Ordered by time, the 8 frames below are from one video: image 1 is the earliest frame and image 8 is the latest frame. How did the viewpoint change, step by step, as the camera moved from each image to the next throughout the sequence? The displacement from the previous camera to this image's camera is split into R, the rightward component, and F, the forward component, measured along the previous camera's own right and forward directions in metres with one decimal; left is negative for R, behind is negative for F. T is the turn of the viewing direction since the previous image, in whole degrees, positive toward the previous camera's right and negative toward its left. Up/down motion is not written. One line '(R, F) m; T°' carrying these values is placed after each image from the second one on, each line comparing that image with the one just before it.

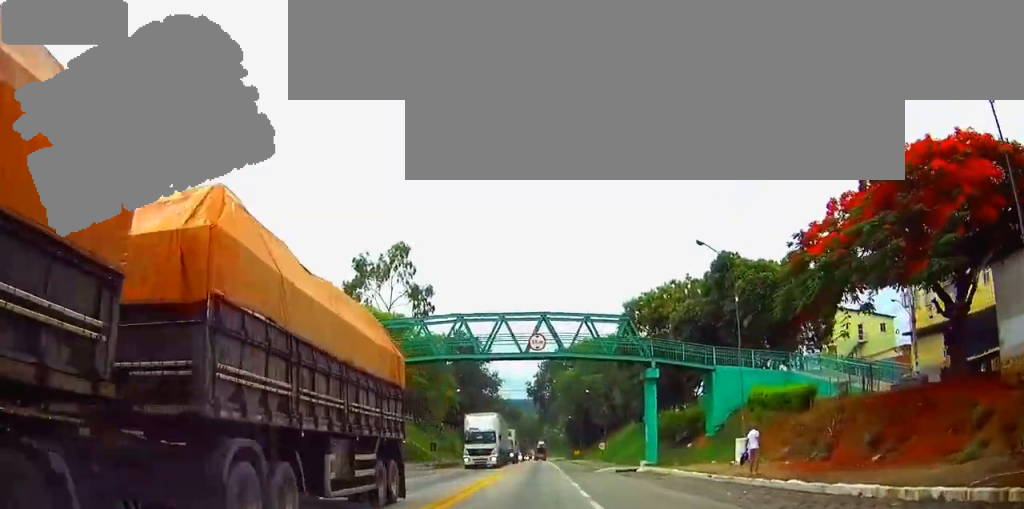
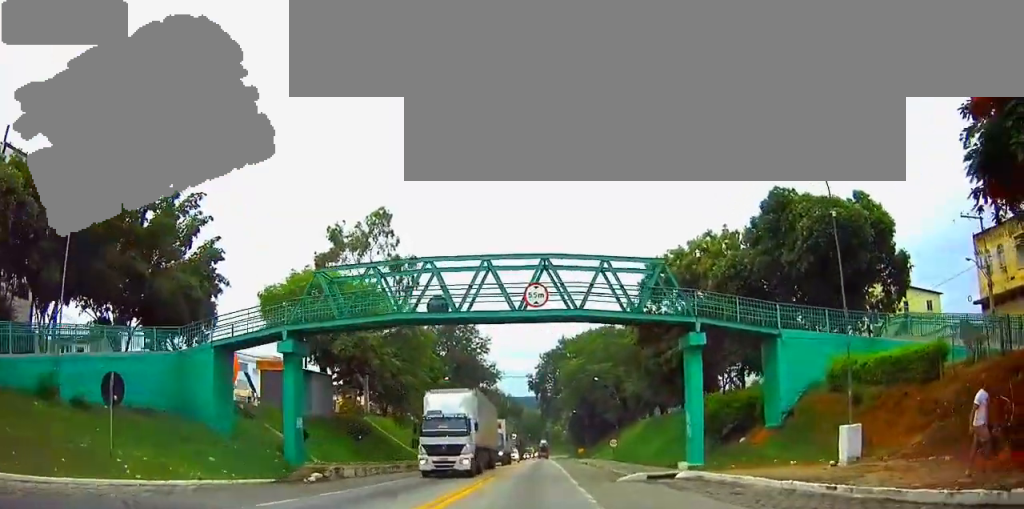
(-0.1, +11.2) m; -2°
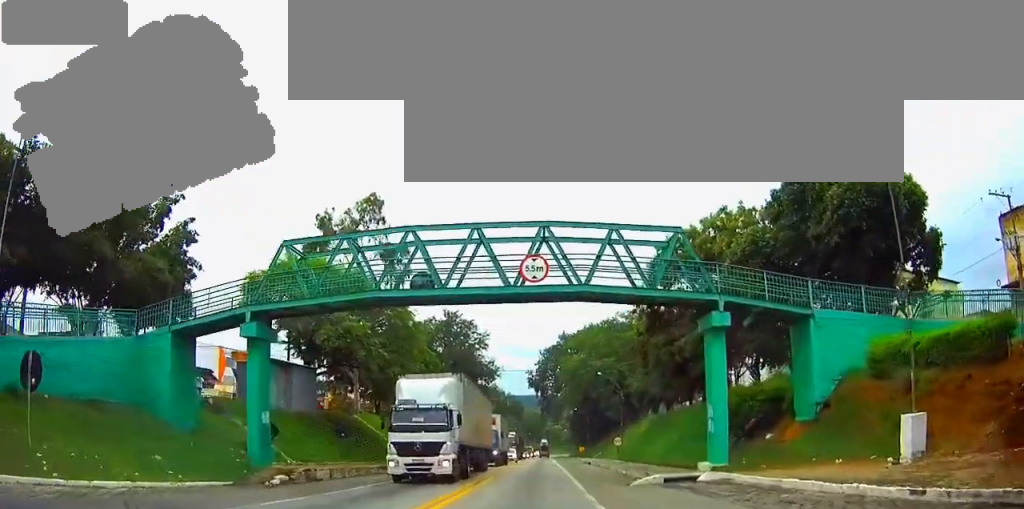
(0.0, +3.8) m; 0°
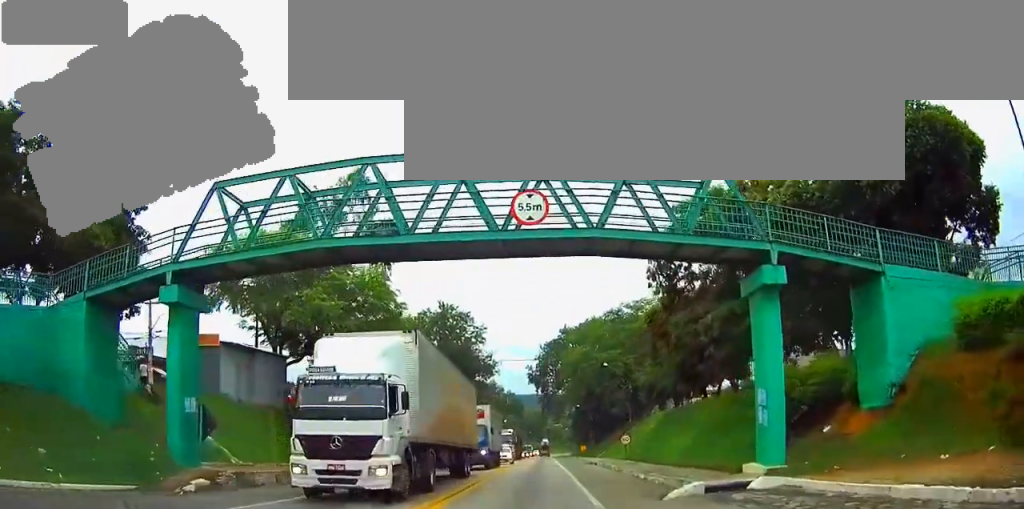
(0.0, +5.9) m; 0°
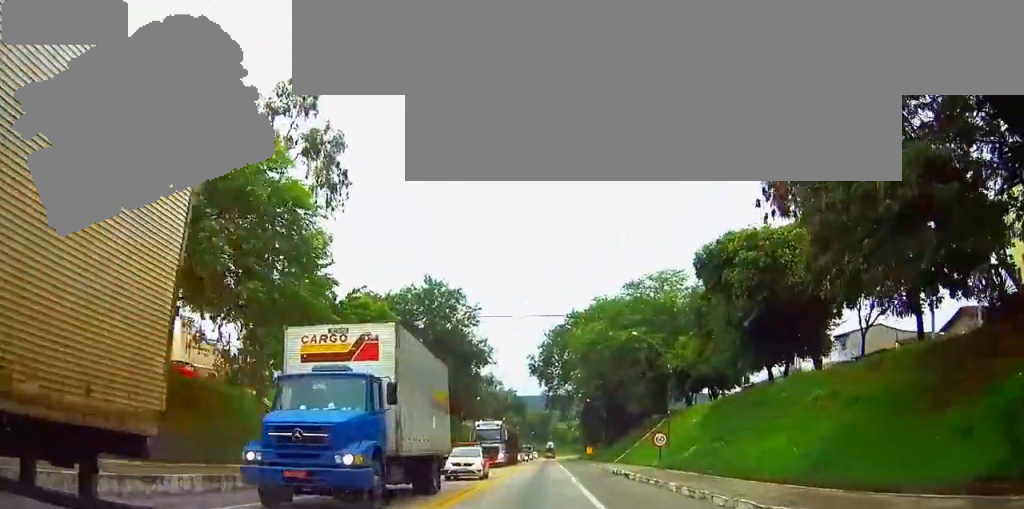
(0.0, +17.3) m; 0°
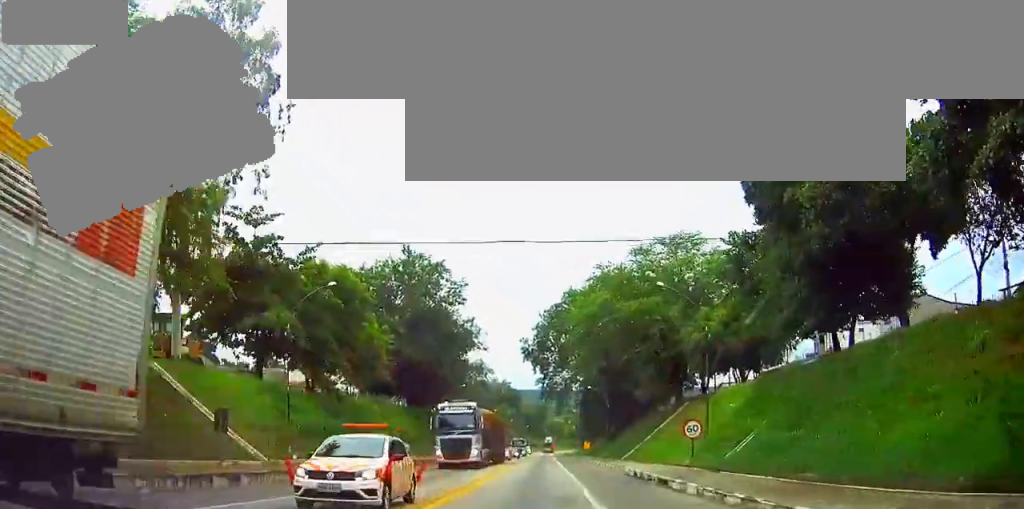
(0.0, +11.4) m; 0°
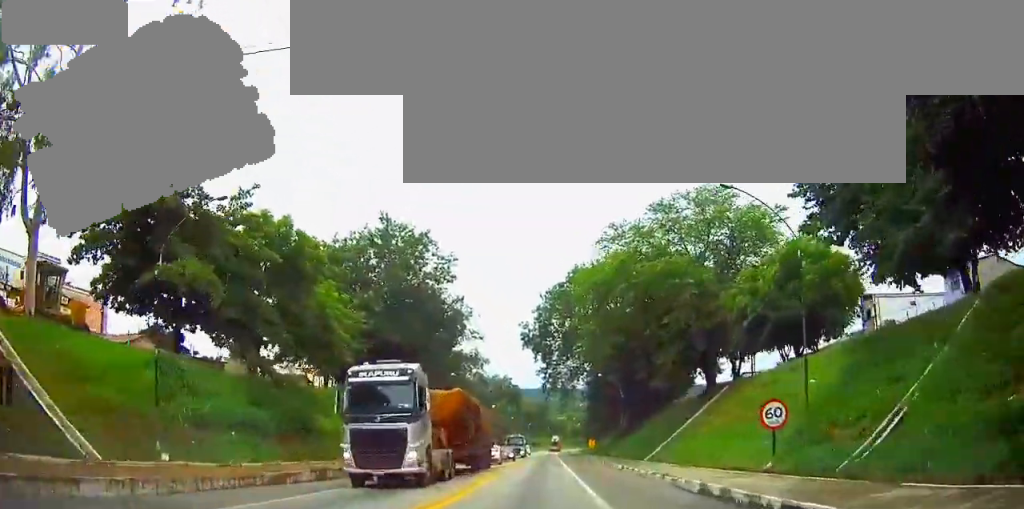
(0.0, +12.2) m; -1°
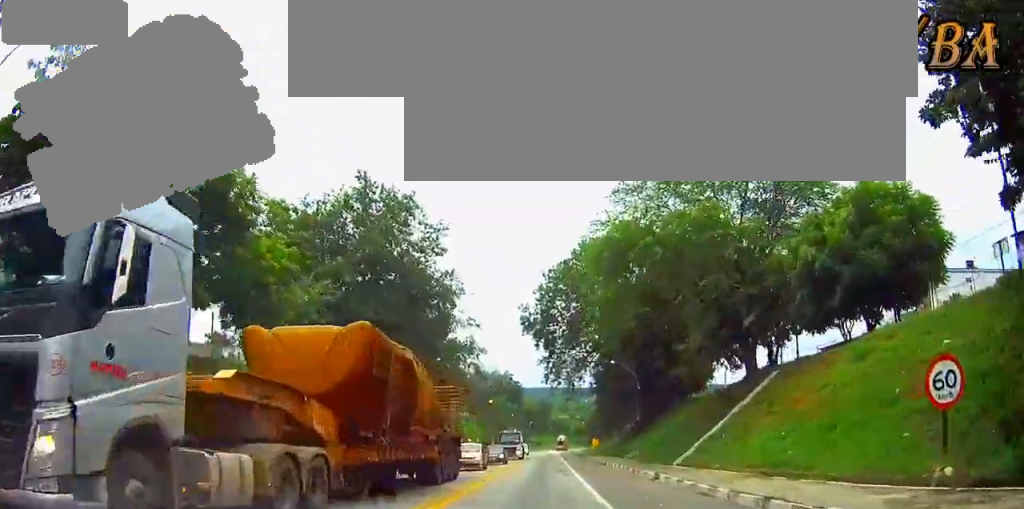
(-0.1, +10.7) m; -1°
